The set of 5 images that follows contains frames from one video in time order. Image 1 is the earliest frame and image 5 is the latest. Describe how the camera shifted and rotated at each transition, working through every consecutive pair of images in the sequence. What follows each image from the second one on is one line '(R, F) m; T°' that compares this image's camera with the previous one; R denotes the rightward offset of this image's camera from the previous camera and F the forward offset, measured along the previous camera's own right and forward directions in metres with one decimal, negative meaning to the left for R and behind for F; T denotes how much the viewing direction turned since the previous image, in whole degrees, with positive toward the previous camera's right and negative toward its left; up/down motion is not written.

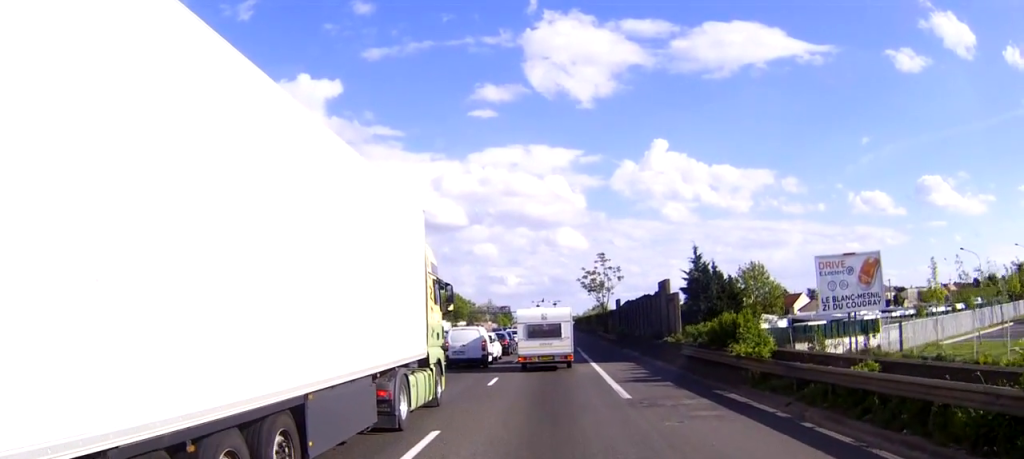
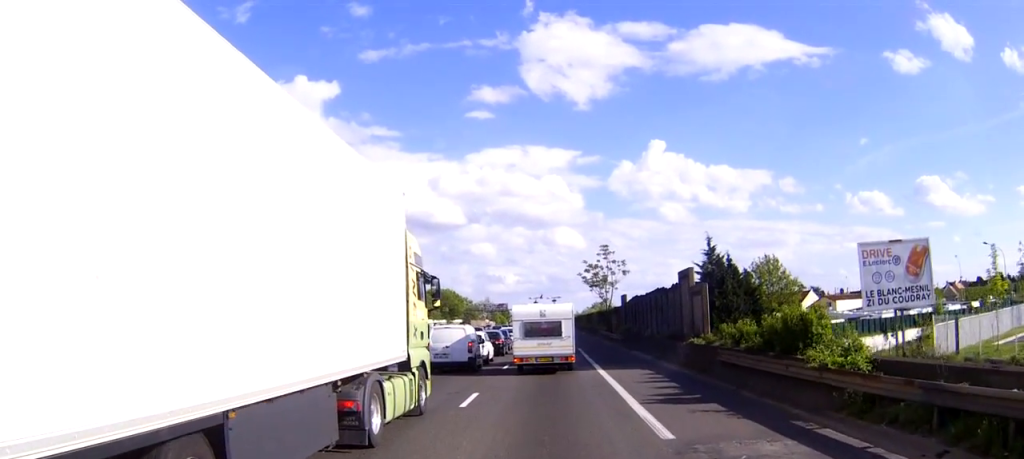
(+0.1, +6.2) m; 0°
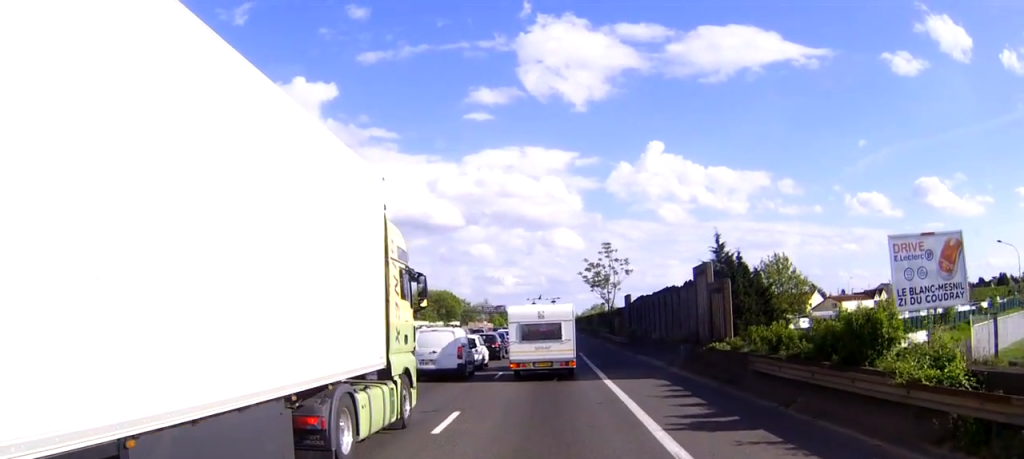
(0.0, +2.9) m; -1°
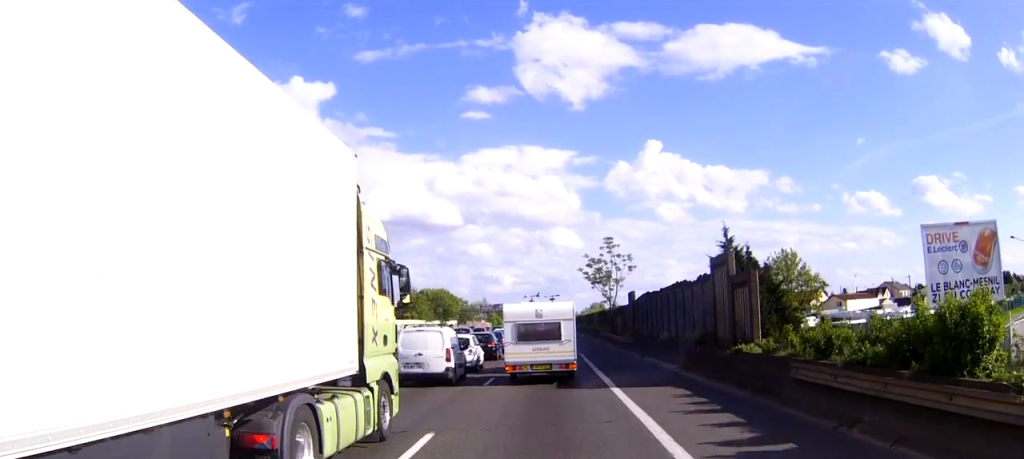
(0.0, +2.5) m; -1°
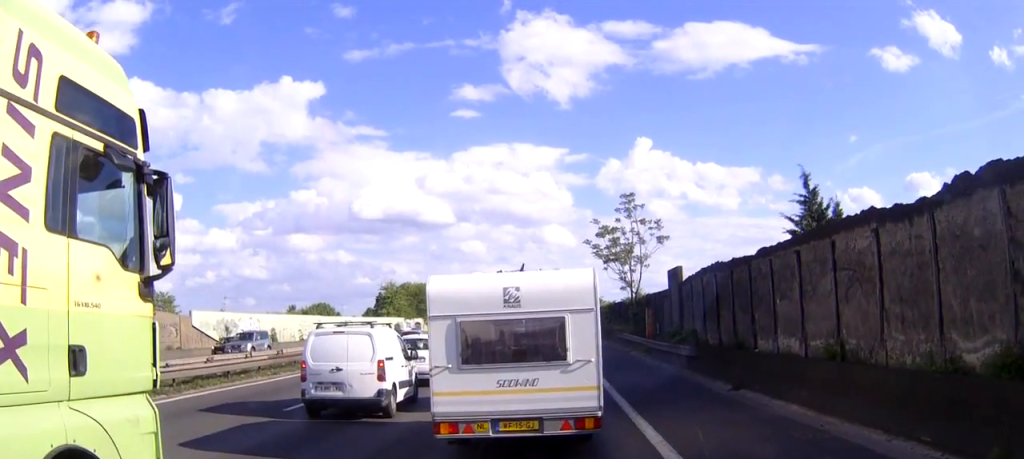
(+0.4, +18.9) m; +6°
